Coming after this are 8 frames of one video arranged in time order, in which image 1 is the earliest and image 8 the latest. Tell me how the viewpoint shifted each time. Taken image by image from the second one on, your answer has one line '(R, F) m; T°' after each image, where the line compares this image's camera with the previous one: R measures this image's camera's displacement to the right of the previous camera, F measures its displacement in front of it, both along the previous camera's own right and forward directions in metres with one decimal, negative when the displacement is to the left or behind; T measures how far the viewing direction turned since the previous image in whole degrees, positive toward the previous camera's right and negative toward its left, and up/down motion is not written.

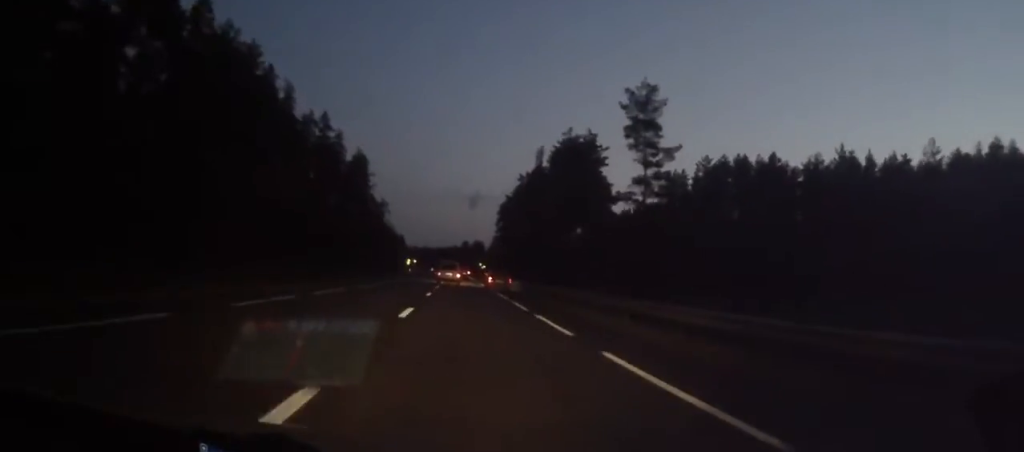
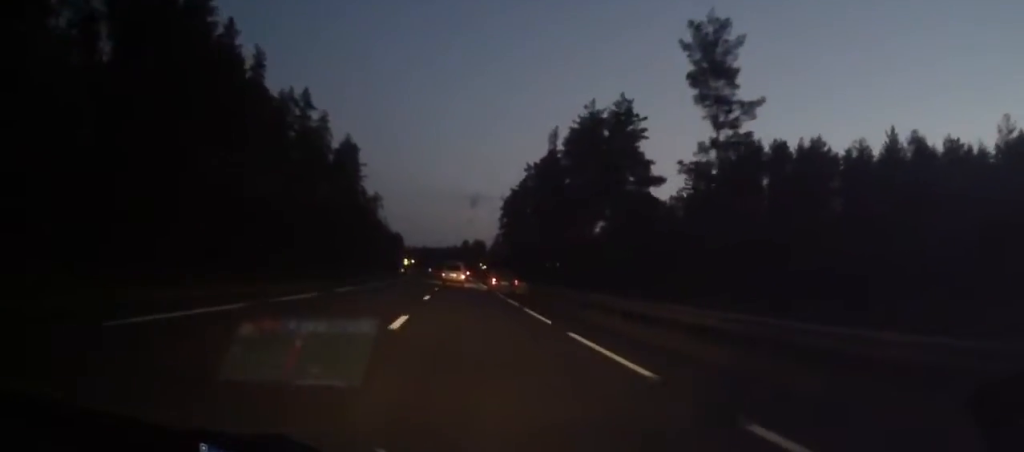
(-0.1, +14.6) m; 0°
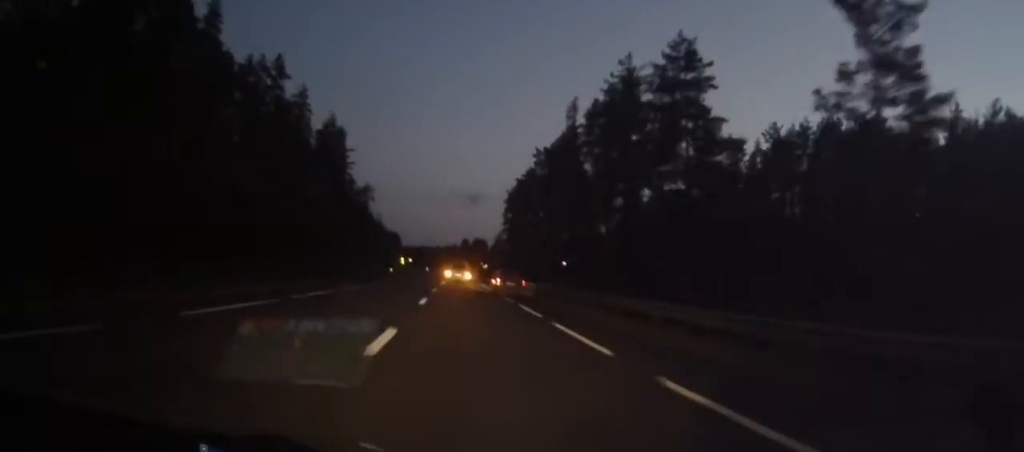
(+0.2, +15.6) m; 0°
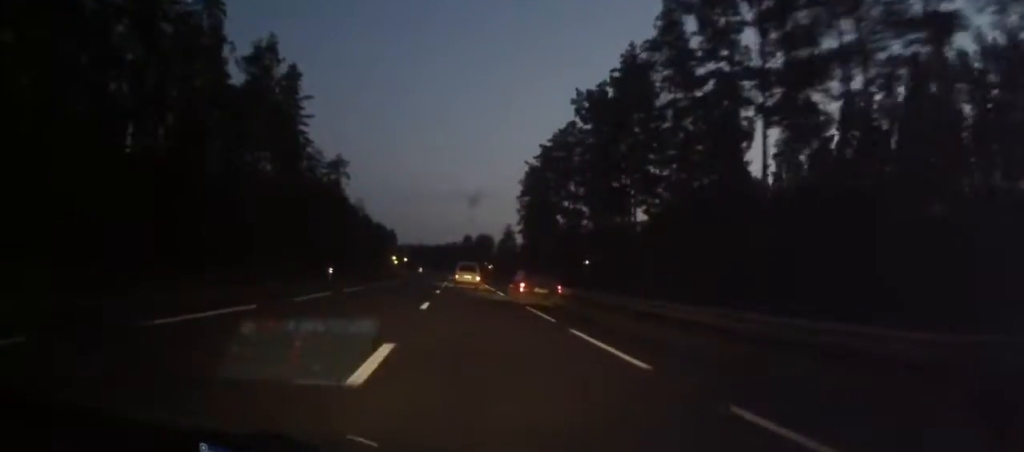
(0.0, +38.0) m; 0°
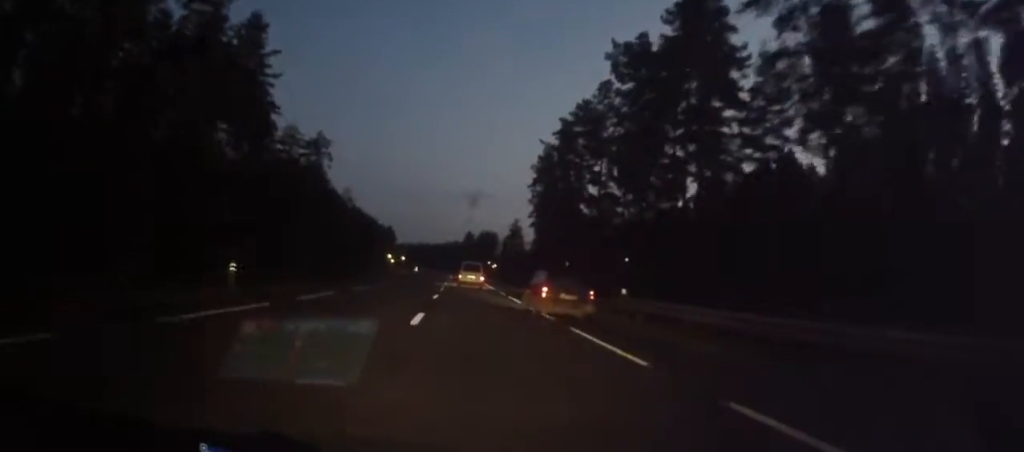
(-0.1, +17.6) m; 0°
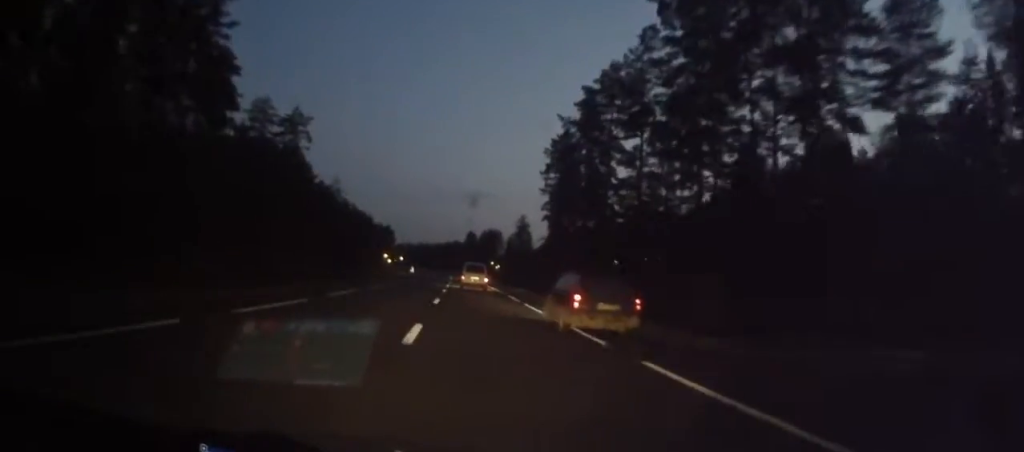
(-0.1, +14.7) m; 0°
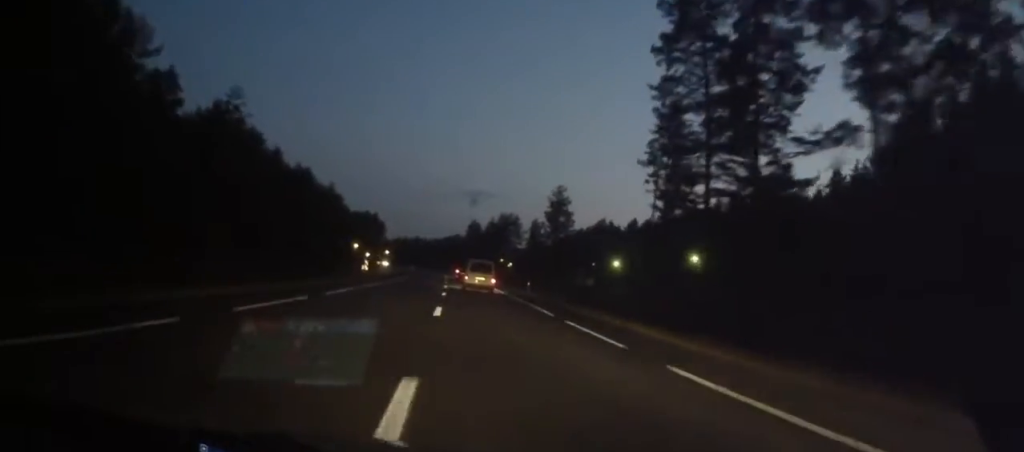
(+0.2, +54.1) m; 0°
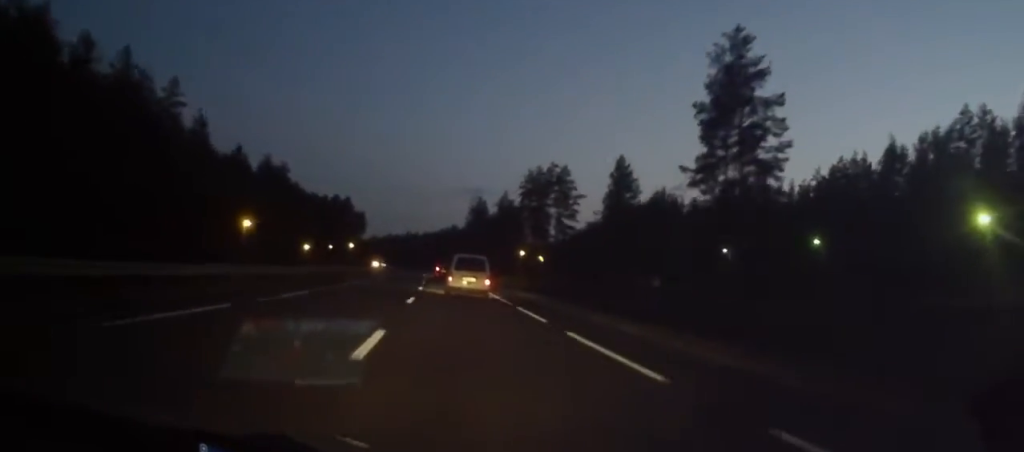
(-0.2, +68.6) m; -1°
